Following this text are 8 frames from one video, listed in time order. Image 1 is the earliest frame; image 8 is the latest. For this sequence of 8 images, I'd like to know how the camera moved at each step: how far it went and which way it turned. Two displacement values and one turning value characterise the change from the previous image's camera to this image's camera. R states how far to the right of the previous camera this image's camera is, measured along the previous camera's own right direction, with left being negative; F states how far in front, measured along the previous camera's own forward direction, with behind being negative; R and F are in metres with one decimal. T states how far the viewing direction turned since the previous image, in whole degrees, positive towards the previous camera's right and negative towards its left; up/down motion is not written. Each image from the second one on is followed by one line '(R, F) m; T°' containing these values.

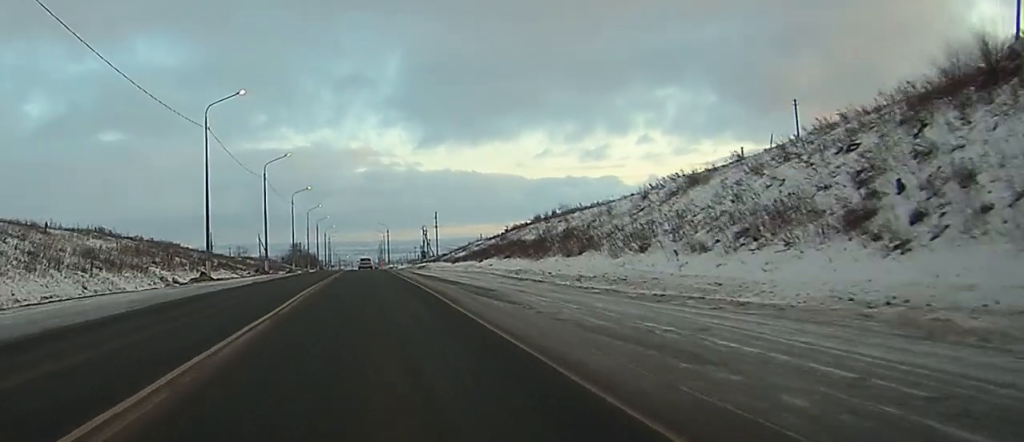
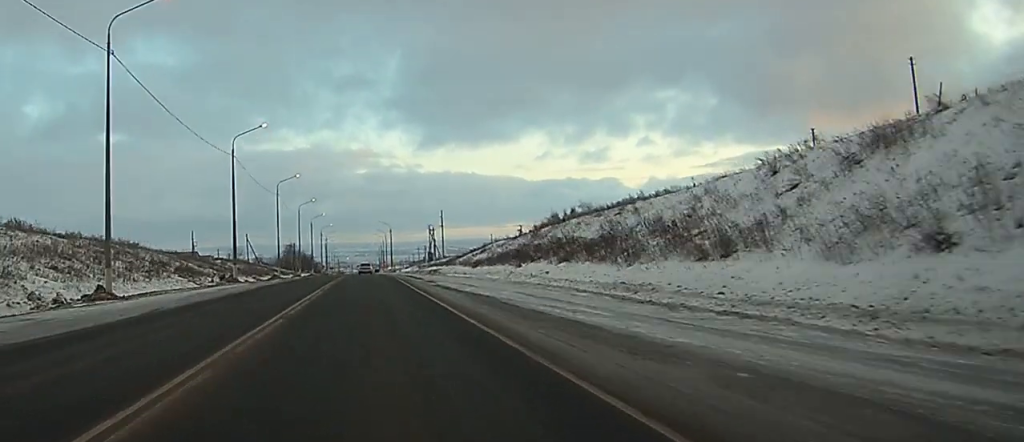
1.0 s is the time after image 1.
(0.0, +21.7) m; 0°
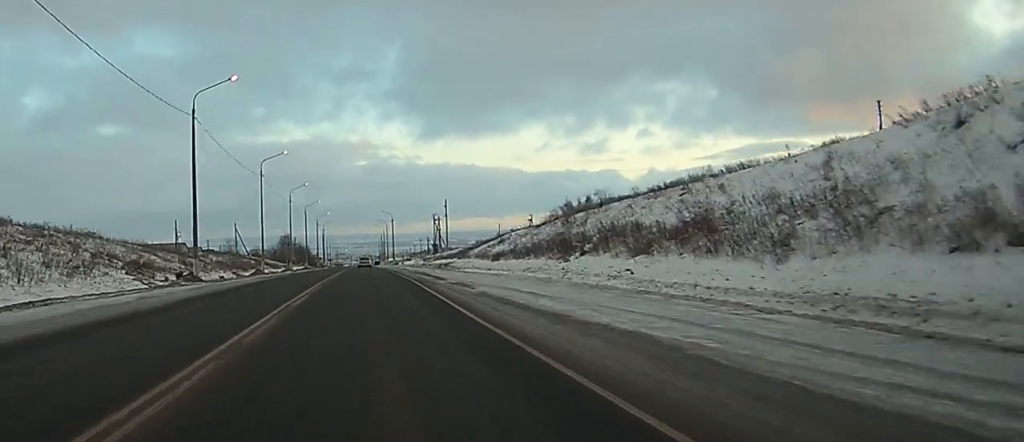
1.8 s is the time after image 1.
(0.0, +15.5) m; 0°
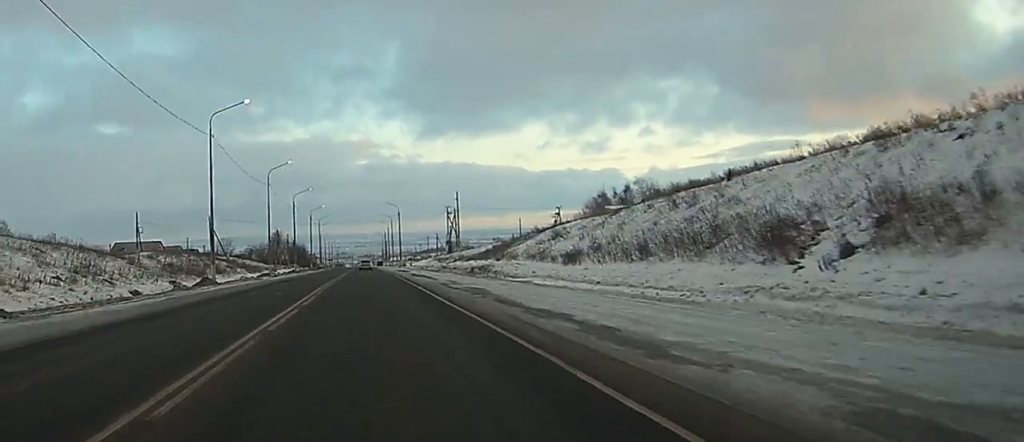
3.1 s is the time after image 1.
(0.0, +29.1) m; 0°
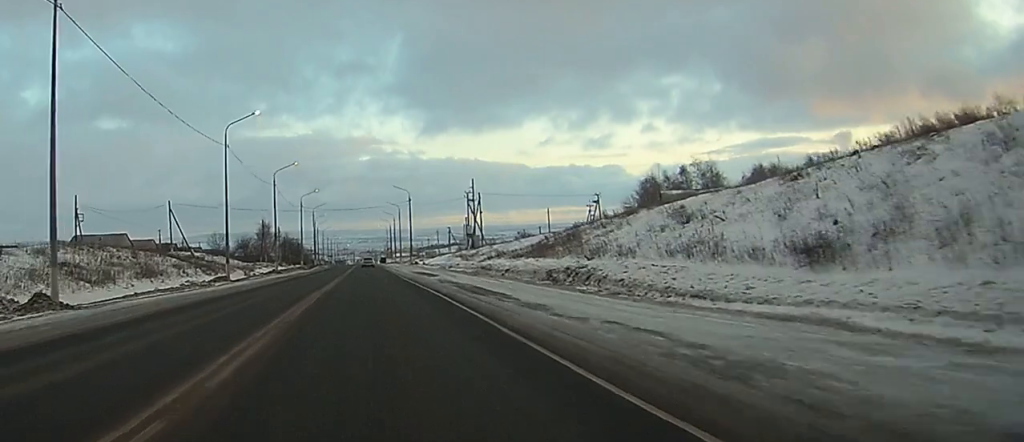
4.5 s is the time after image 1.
(+0.1, +30.1) m; 0°
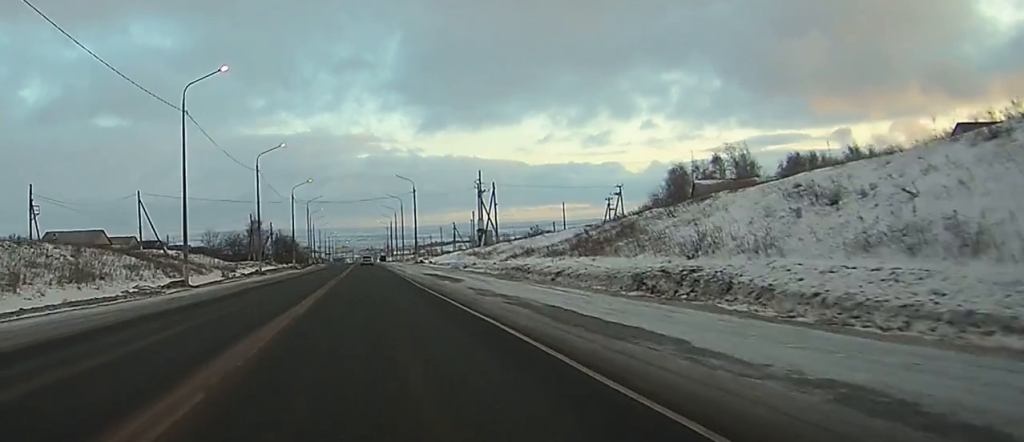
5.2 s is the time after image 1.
(-0.1, +14.5) m; 0°
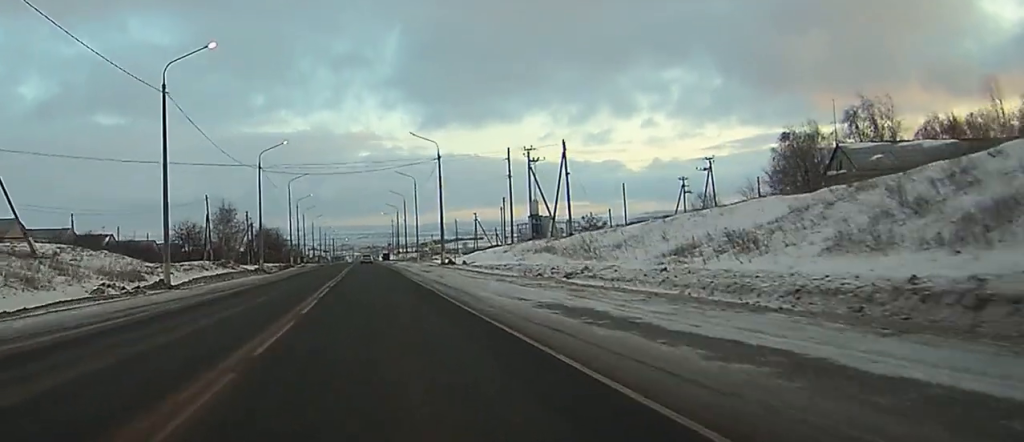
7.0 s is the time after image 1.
(0.0, +38.7) m; +1°
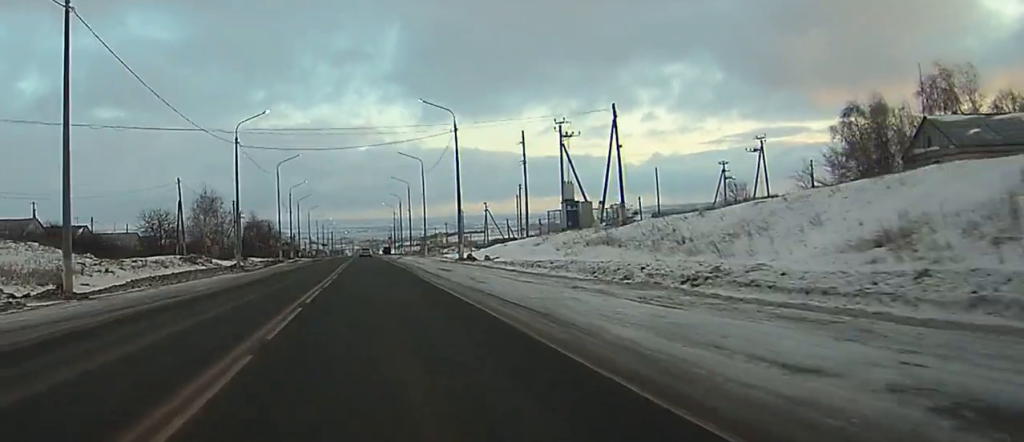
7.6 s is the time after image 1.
(+0.4, +14.7) m; 0°
